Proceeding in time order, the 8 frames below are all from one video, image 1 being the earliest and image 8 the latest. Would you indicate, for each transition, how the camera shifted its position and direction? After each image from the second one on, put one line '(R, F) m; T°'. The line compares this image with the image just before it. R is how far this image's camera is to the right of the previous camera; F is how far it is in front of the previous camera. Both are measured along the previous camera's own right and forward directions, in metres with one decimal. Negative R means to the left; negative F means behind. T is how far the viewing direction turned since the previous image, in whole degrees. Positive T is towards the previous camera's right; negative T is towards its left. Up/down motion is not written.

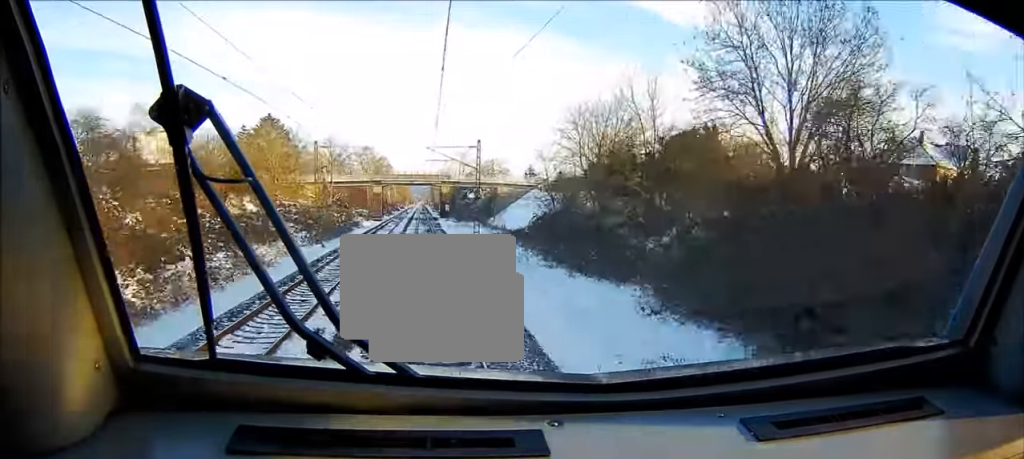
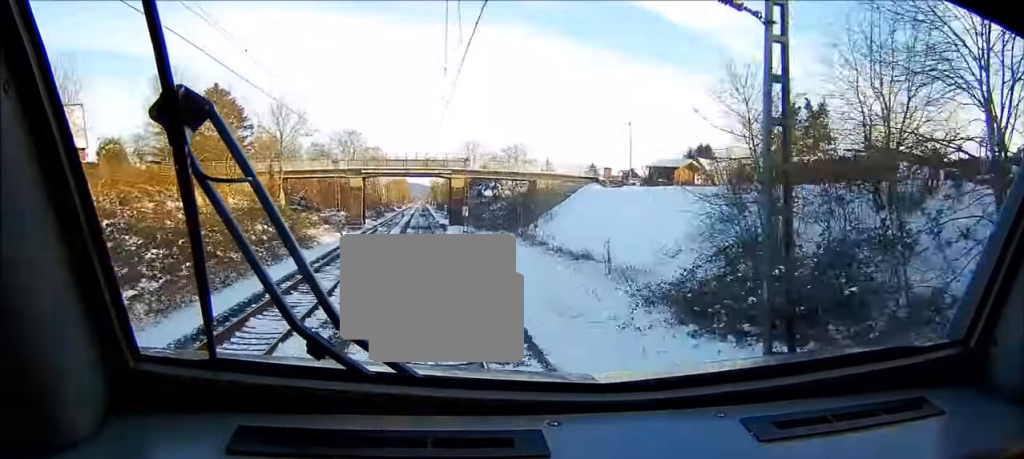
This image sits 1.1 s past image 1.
(0.0, +40.0) m; 0°
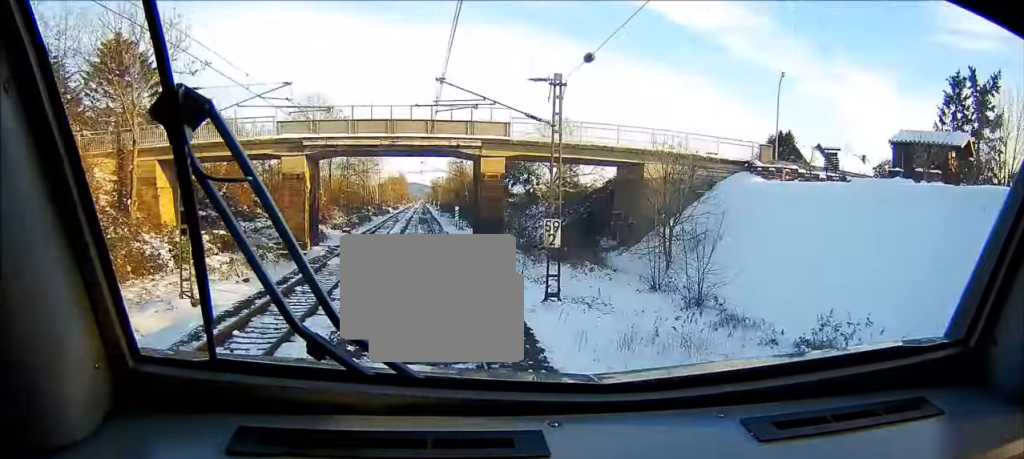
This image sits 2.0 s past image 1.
(0.0, +36.2) m; 0°
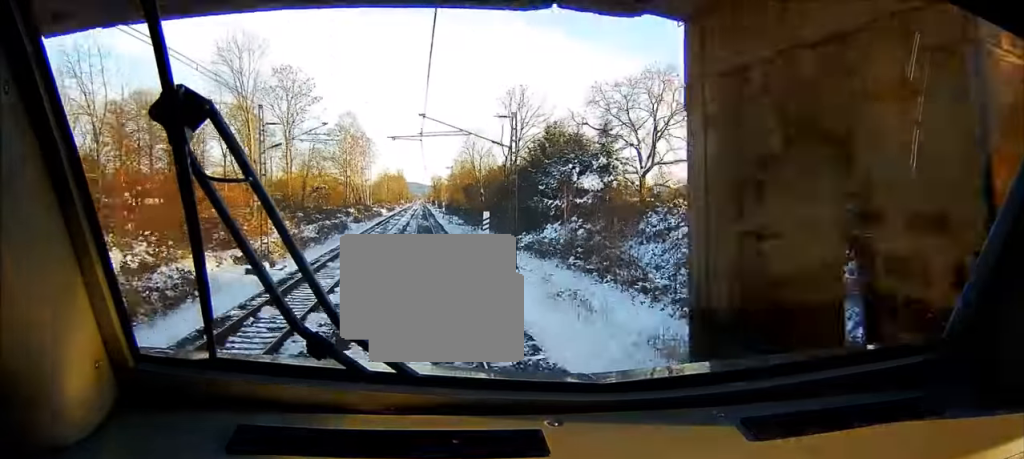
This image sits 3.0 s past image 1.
(0.0, +37.6) m; 0°
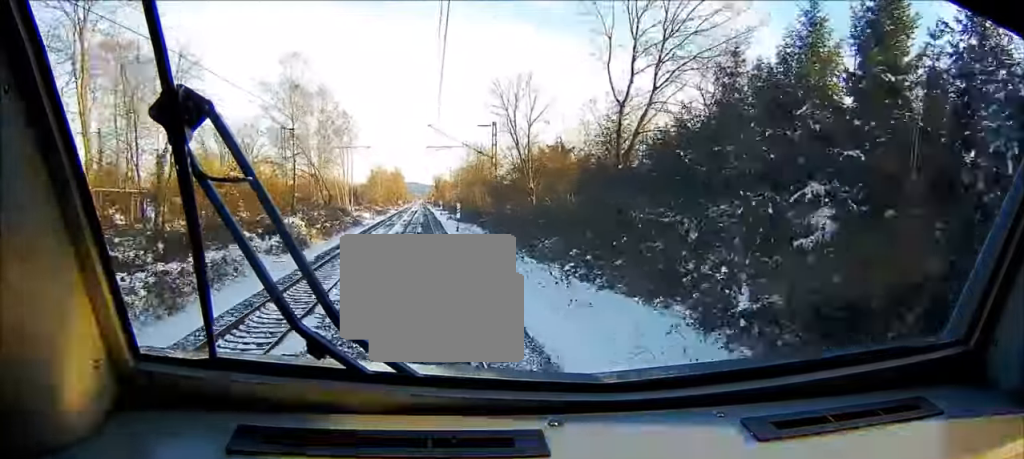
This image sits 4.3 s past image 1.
(+0.1, +46.3) m; 0°
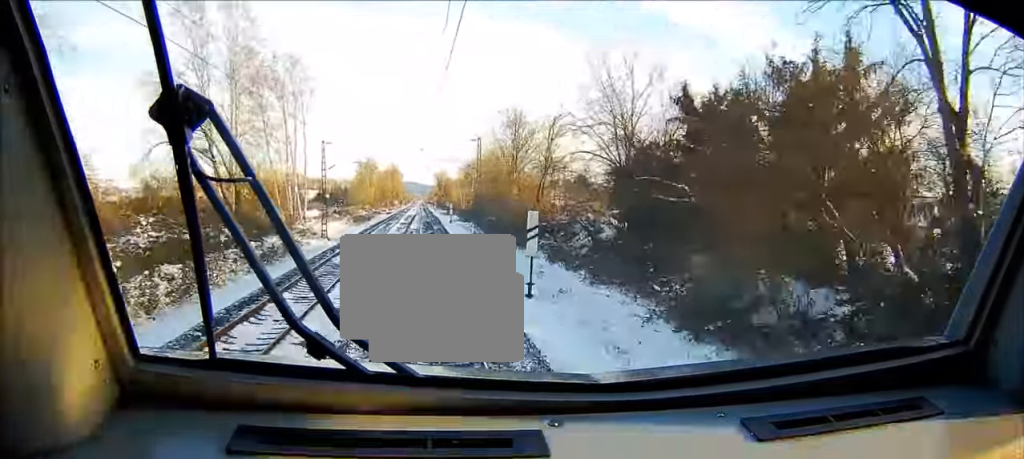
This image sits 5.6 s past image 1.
(-0.1, +50.0) m; 0°
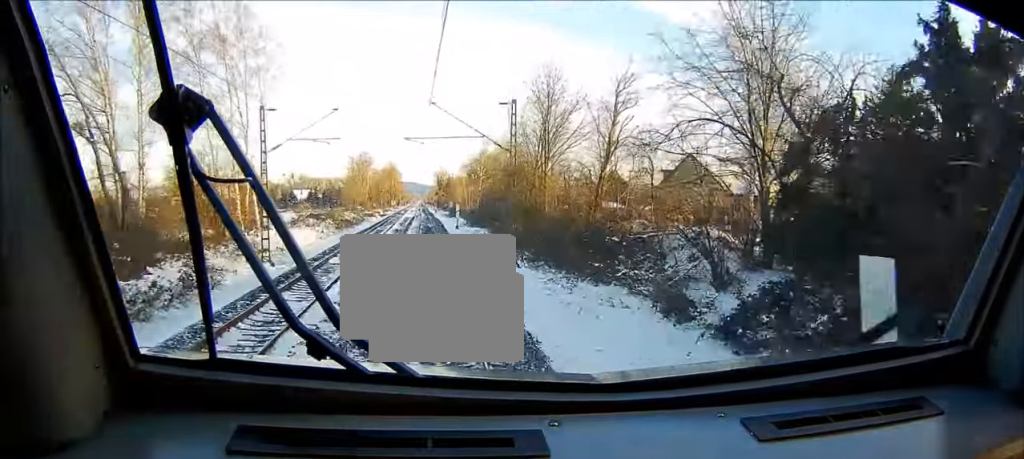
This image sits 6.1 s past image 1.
(0.0, +18.7) m; 0°
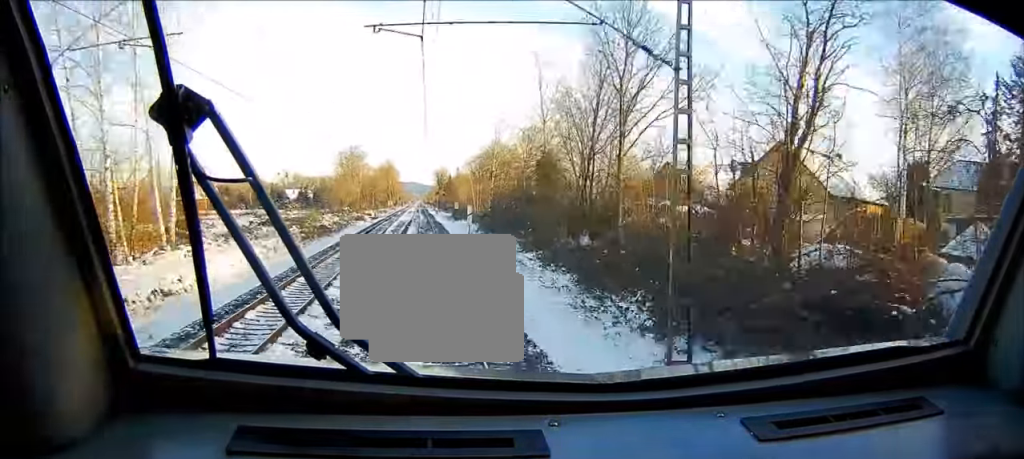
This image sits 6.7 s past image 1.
(0.0, +21.2) m; 0°
